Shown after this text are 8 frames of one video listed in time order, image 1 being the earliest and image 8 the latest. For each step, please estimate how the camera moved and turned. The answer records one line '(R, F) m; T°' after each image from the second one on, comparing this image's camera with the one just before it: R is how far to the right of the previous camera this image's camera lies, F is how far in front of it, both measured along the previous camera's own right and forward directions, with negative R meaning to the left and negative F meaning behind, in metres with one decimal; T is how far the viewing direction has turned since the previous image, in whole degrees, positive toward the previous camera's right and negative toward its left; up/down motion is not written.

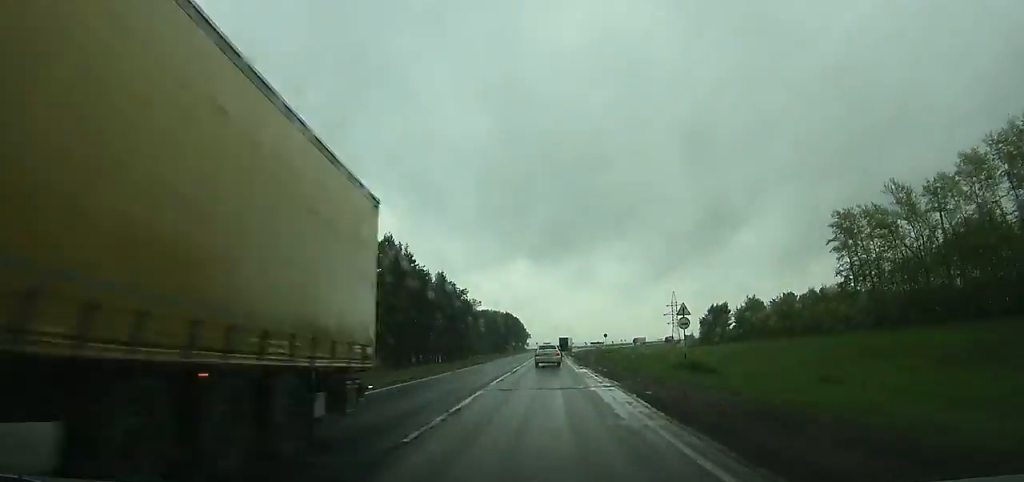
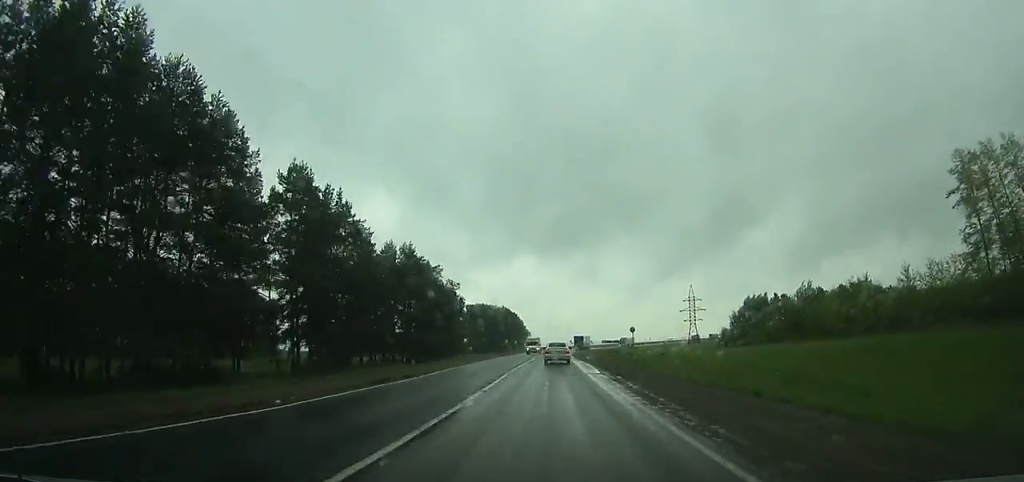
(+0.1, +31.0) m; 0°
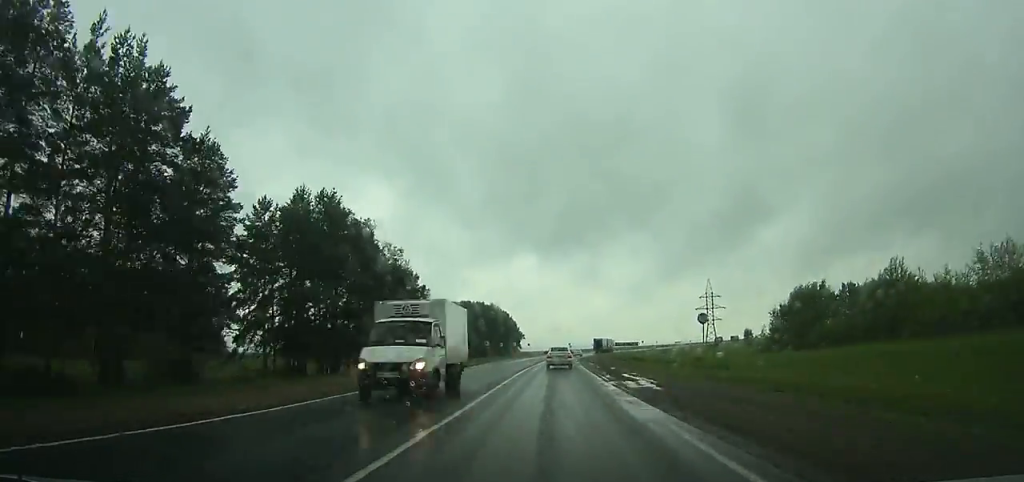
(-0.1, +32.4) m; +1°
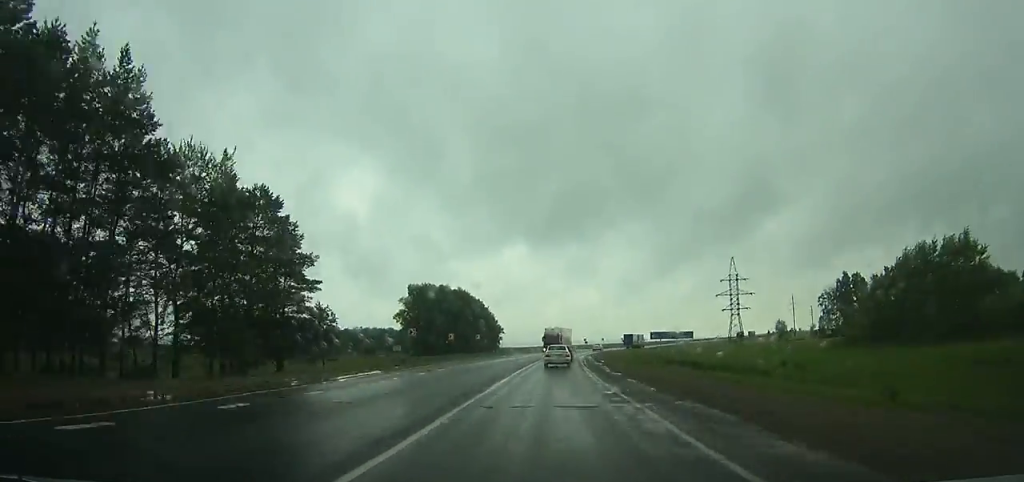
(+0.6, +44.6) m; +2°
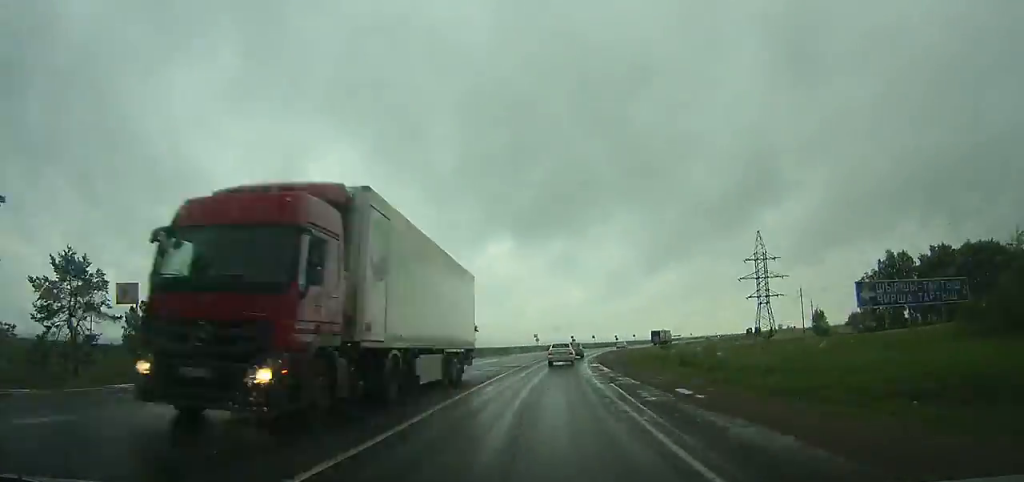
(+0.4, +35.6) m; +2°
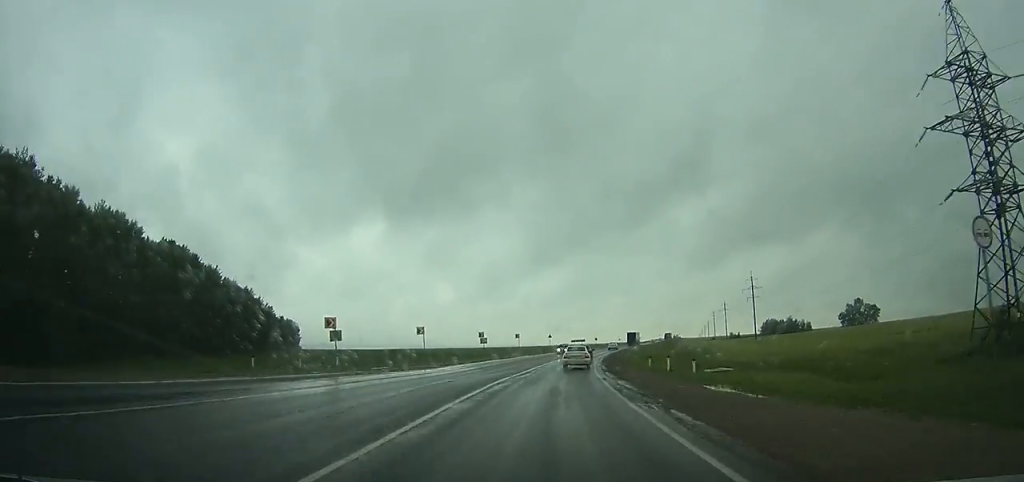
(+8.5, +99.7) m; +12°
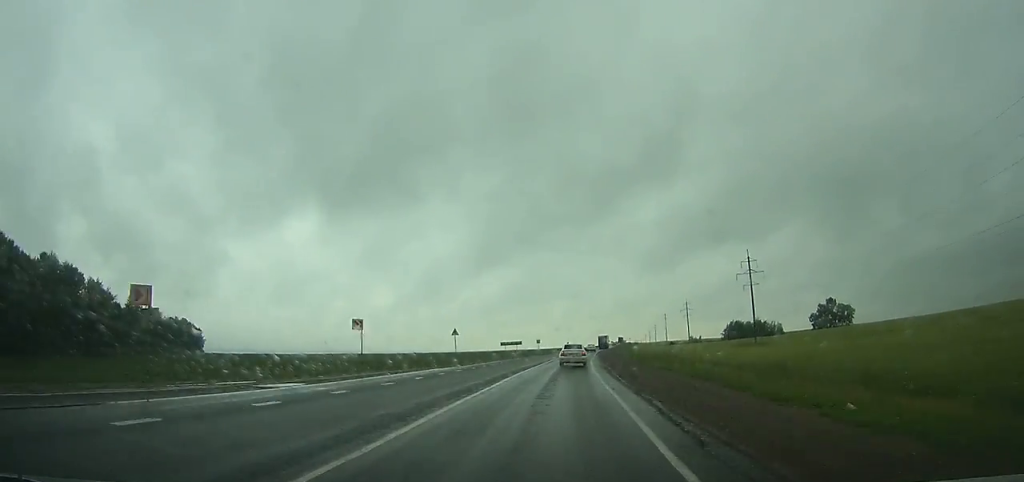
(+3.6, +55.1) m; +6°
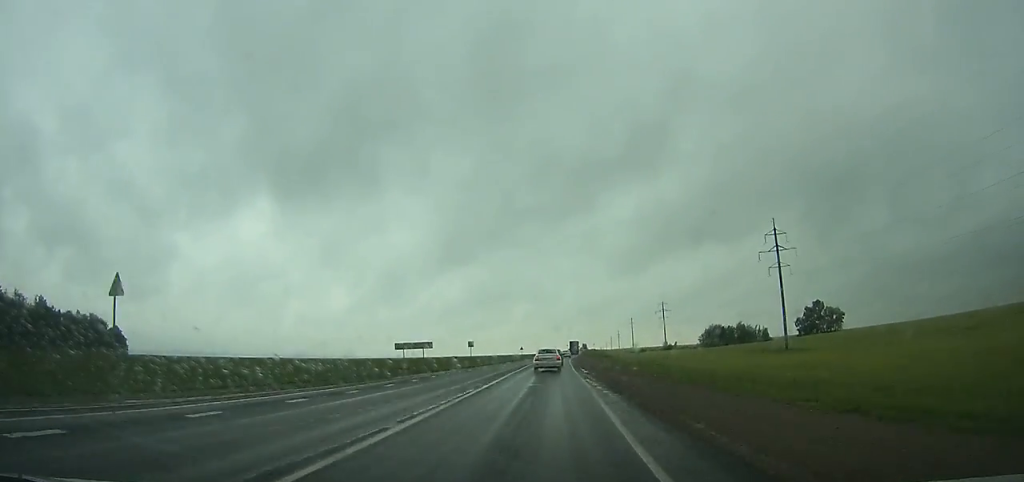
(+1.7, +45.1) m; +3°
